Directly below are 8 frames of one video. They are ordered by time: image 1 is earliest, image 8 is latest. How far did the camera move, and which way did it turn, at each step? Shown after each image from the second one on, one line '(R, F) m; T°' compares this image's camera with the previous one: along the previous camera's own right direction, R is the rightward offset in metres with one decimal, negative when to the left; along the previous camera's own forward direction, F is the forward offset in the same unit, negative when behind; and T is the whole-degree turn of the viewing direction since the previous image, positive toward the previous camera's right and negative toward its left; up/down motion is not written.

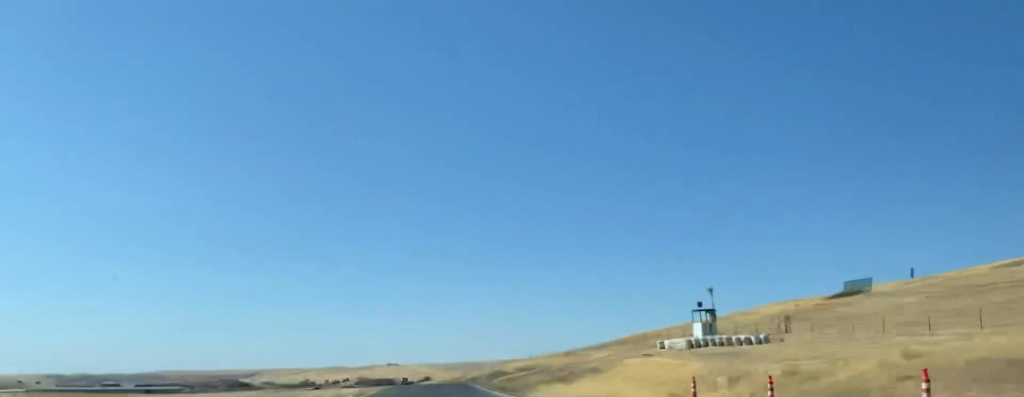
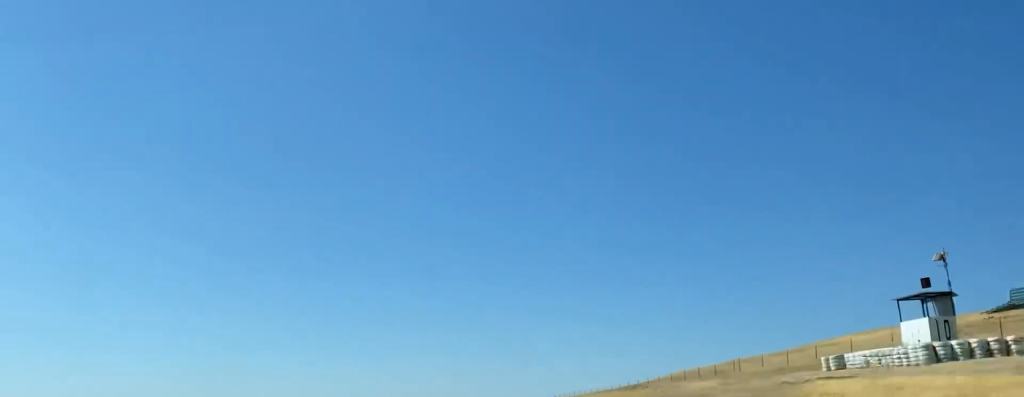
(-0.2, +27.9) m; 0°
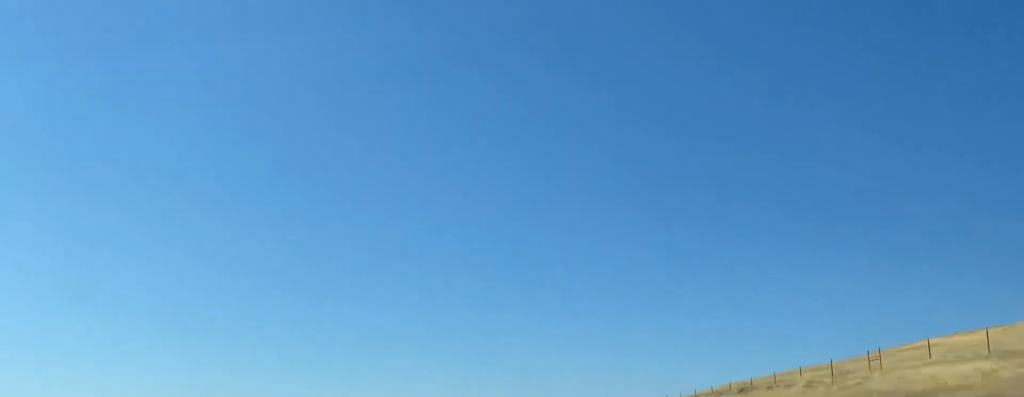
(0.0, +21.2) m; -1°
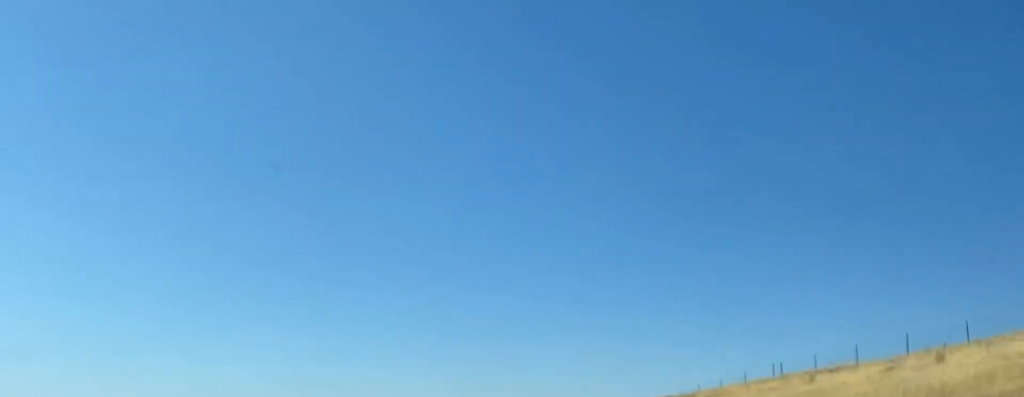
(-15.4, +71.3) m; -27°
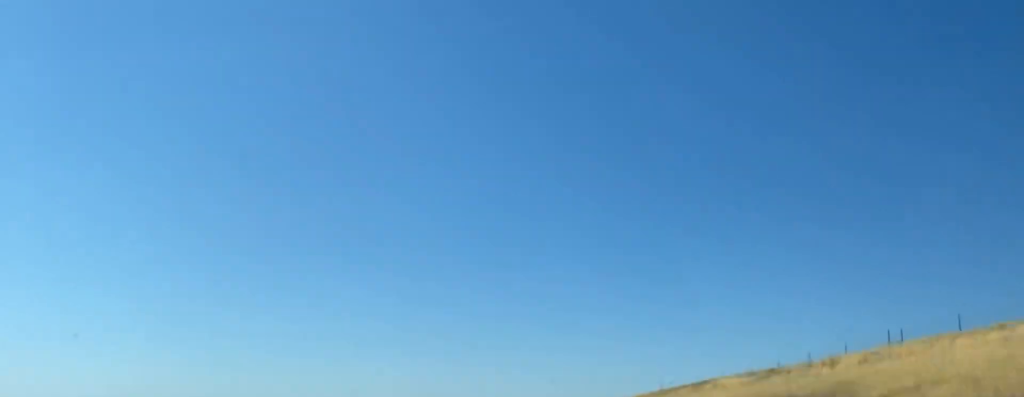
(+0.6, +11.3) m; -4°
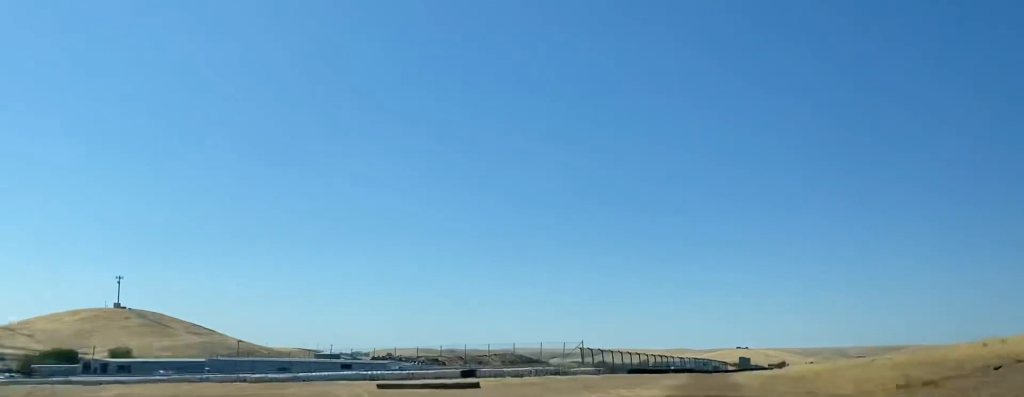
(-3.4, +24.2) m; -27°
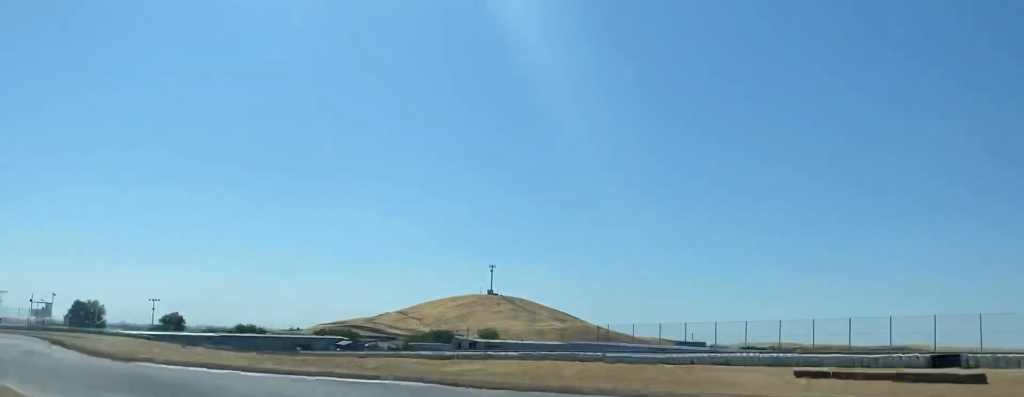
(-8.4, +29.5) m; -22°
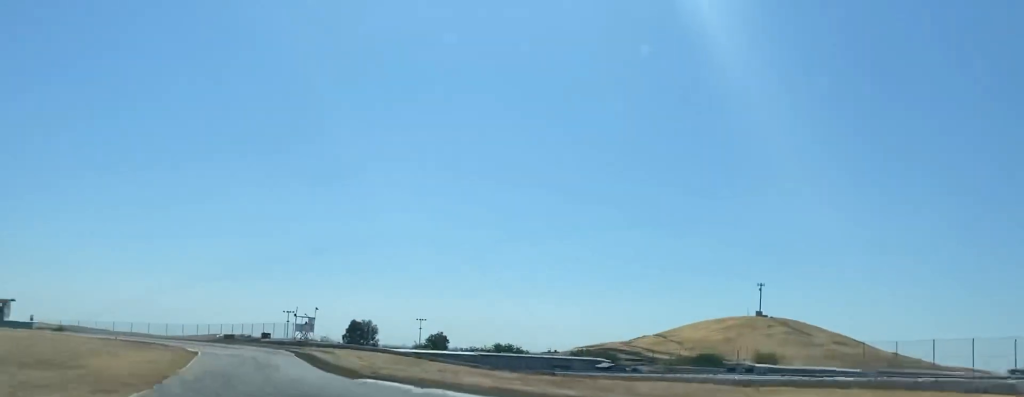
(-2.4, +23.1) m; -3°
